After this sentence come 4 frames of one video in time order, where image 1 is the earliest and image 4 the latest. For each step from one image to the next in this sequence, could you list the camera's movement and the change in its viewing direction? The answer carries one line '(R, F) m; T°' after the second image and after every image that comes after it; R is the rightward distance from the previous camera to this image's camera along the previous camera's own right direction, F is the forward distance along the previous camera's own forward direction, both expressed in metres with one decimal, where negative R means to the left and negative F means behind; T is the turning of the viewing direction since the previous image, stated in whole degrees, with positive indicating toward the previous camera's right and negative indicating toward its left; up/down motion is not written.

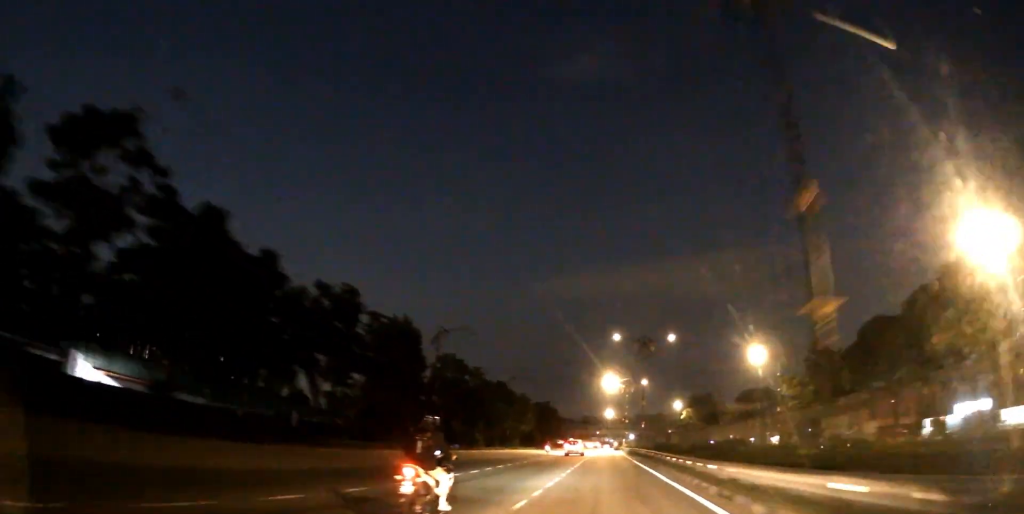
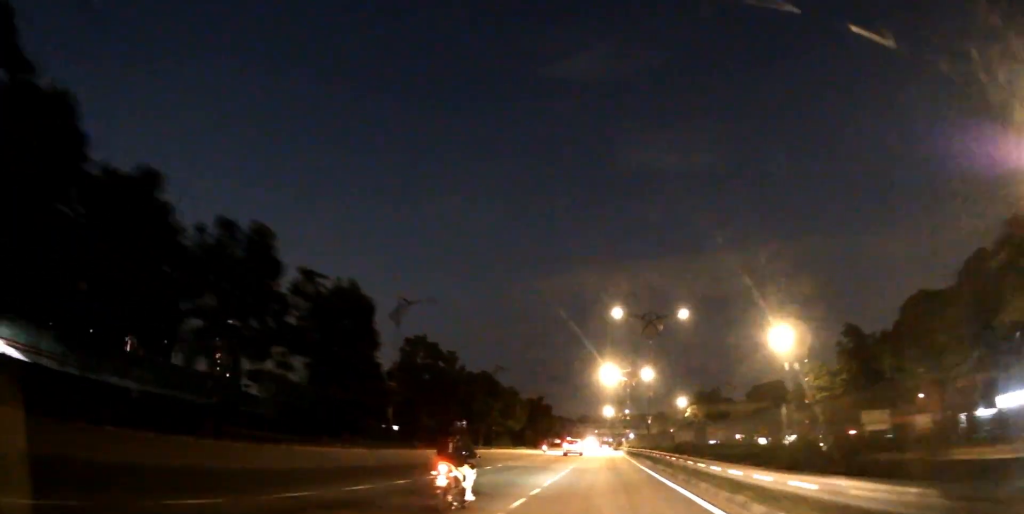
(0.0, +10.7) m; 0°
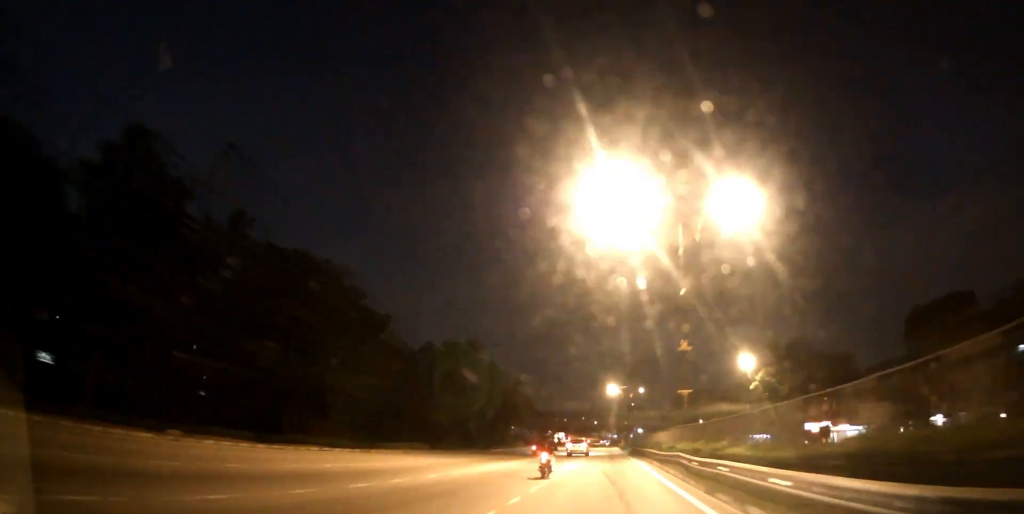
(-0.2, +64.1) m; -1°
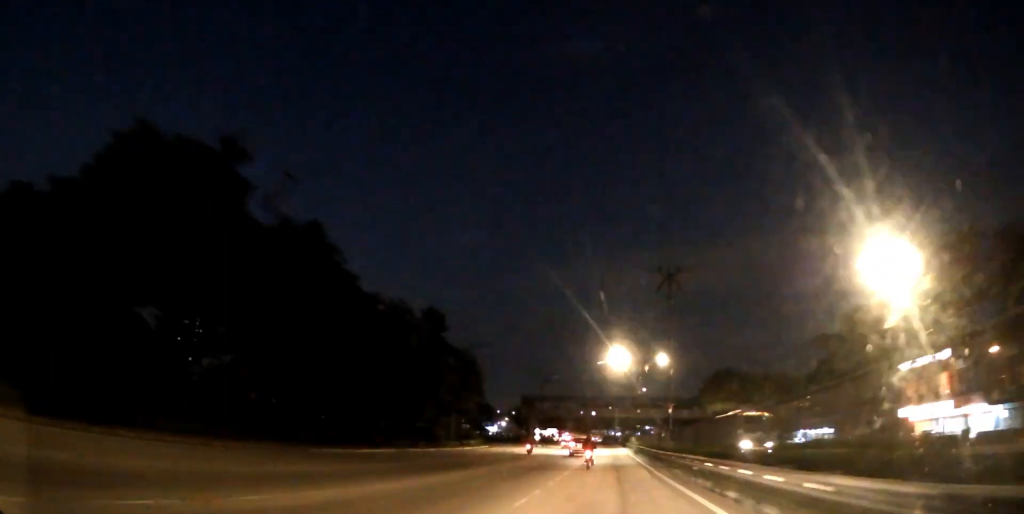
(-0.1, +40.6) m; 0°
